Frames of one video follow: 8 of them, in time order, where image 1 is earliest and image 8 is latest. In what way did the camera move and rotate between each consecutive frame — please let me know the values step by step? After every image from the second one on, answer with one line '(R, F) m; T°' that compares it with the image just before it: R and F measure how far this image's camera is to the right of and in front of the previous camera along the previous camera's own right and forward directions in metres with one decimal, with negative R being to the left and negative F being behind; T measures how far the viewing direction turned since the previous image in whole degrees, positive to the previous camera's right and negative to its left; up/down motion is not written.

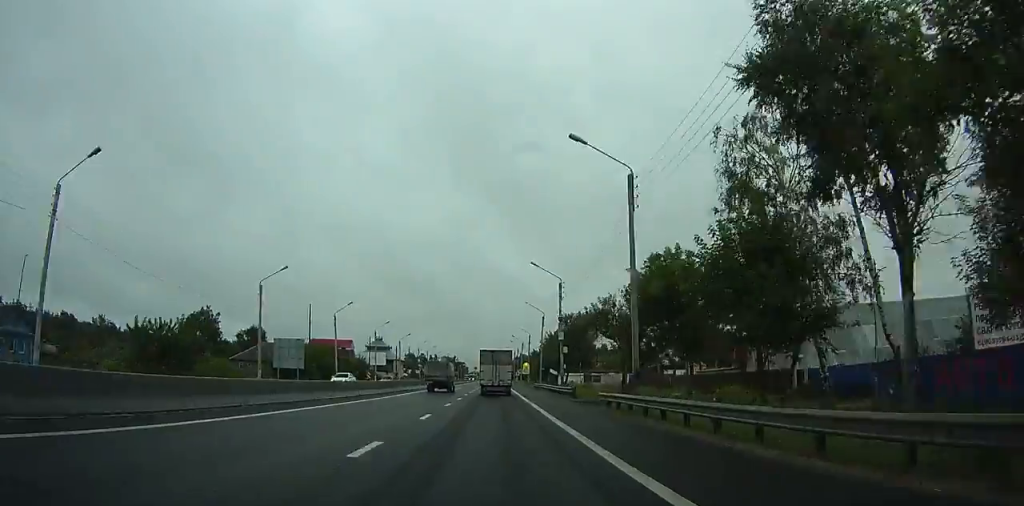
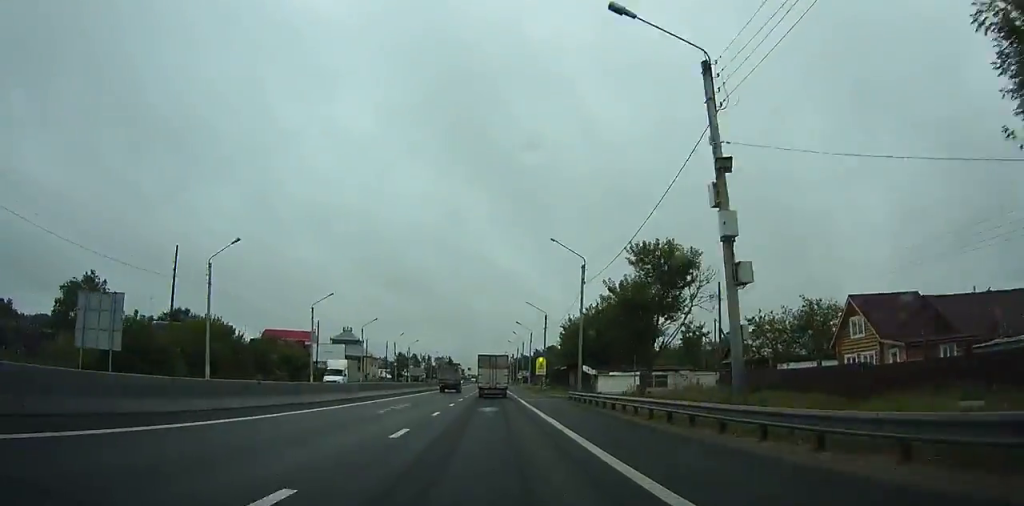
(0.0, +38.8) m; 0°
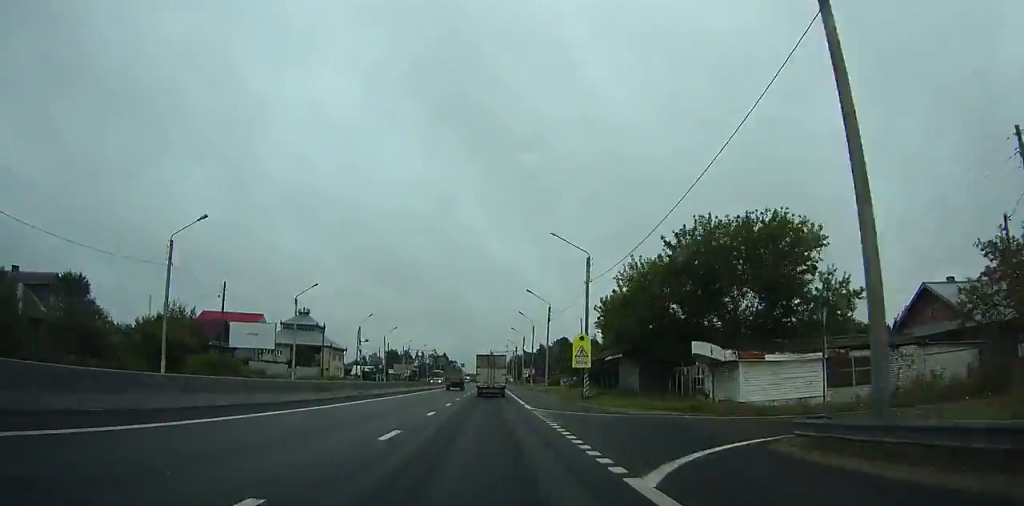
(0.0, +35.2) m; 0°
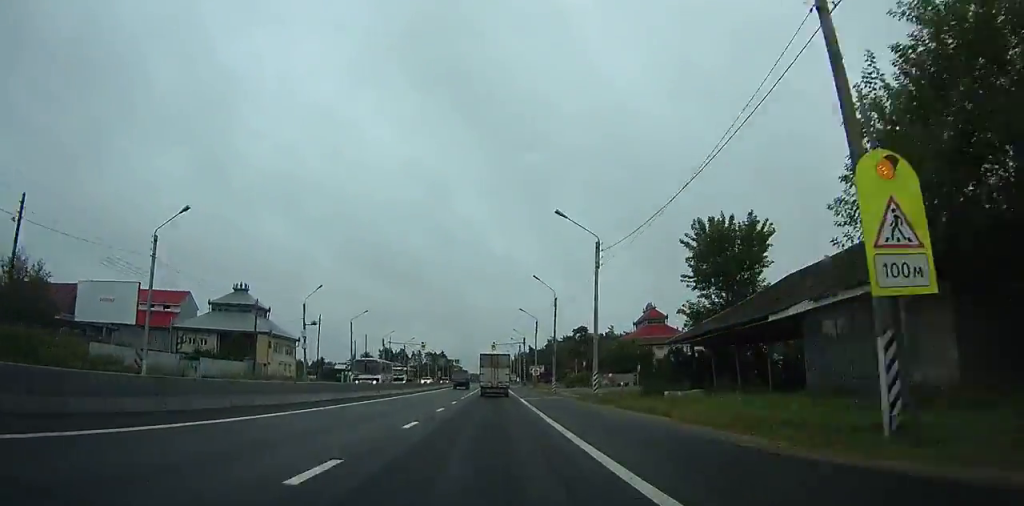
(+0.1, +30.7) m; 0°
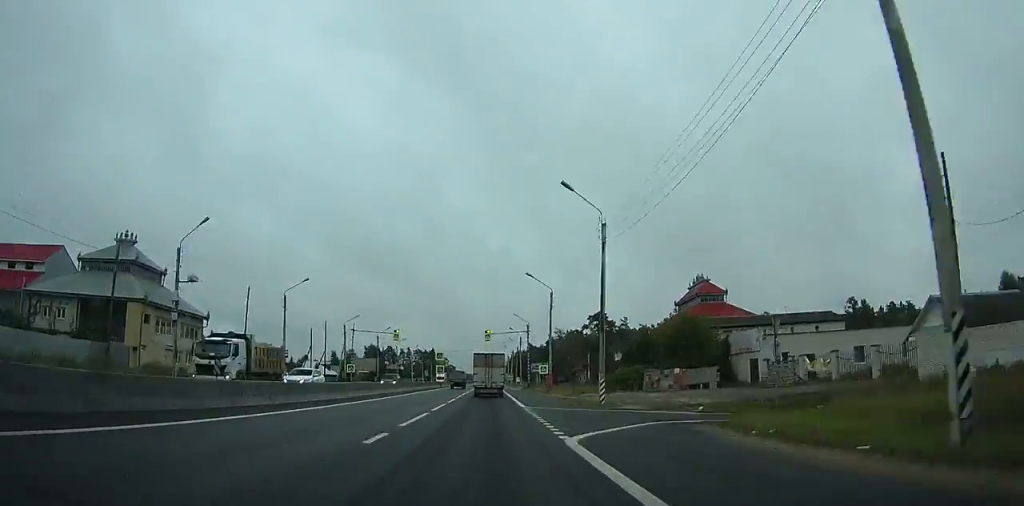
(0.0, +28.1) m; 0°
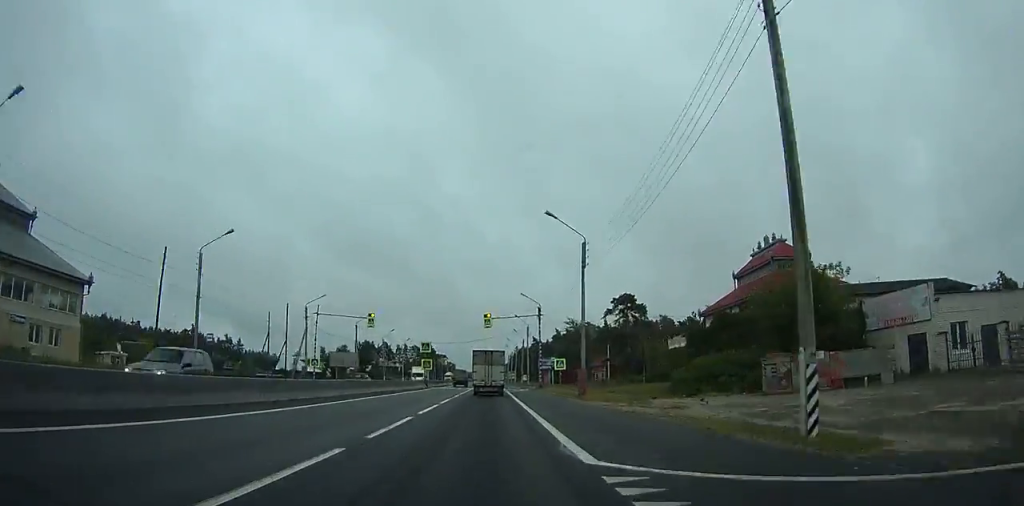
(0.0, +20.2) m; 0°
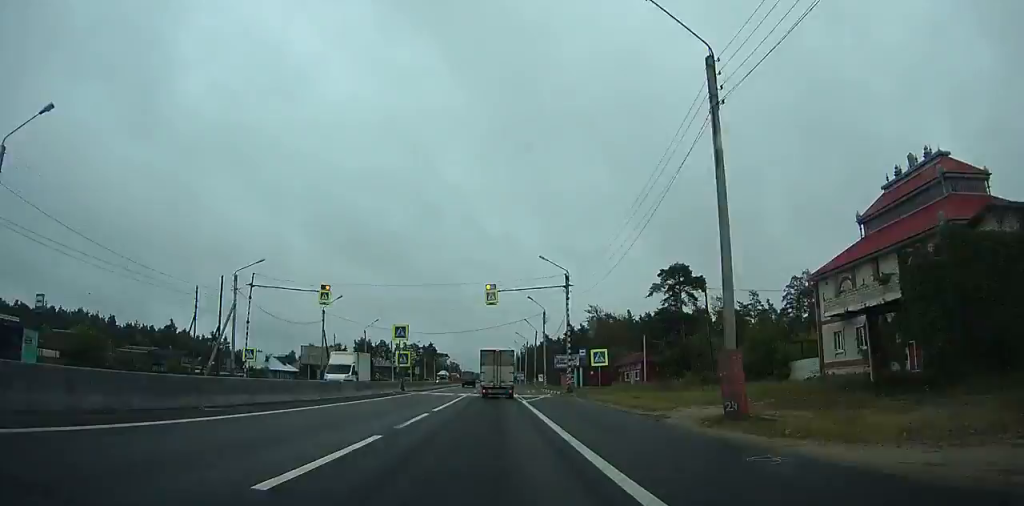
(0.0, +22.7) m; 0°
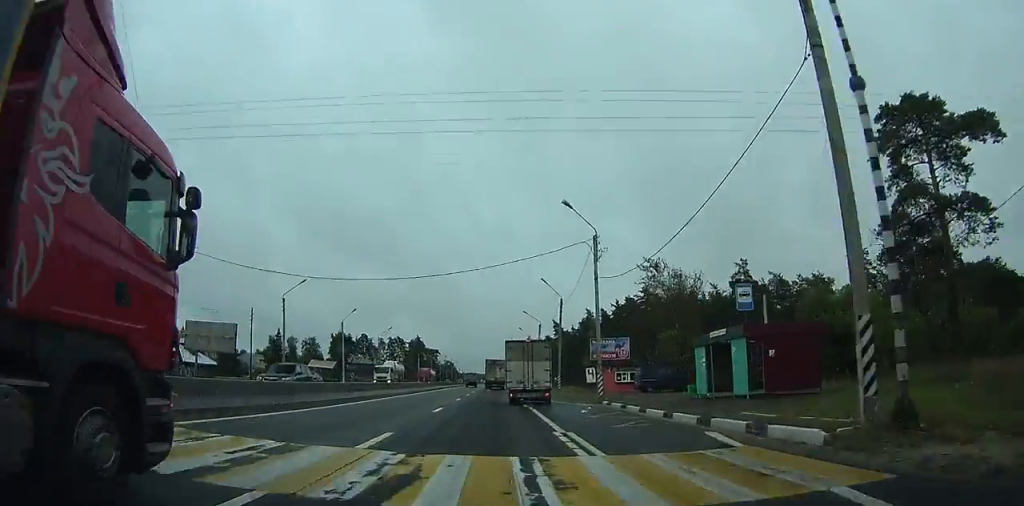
(-0.1, +42.6) m; 0°
